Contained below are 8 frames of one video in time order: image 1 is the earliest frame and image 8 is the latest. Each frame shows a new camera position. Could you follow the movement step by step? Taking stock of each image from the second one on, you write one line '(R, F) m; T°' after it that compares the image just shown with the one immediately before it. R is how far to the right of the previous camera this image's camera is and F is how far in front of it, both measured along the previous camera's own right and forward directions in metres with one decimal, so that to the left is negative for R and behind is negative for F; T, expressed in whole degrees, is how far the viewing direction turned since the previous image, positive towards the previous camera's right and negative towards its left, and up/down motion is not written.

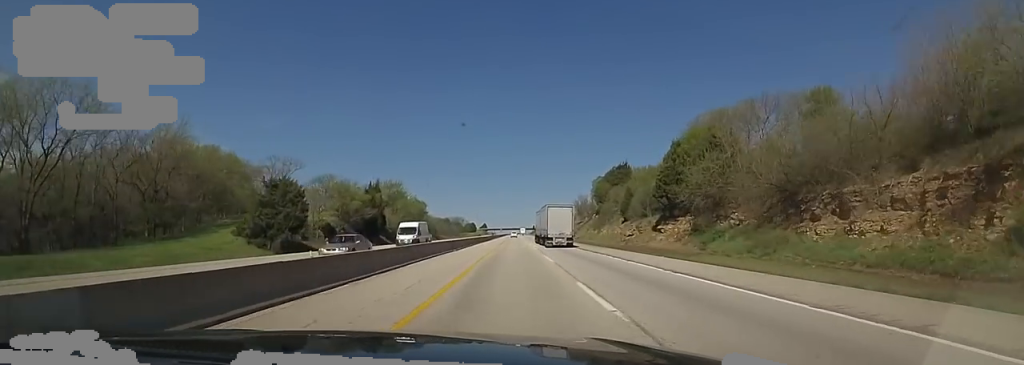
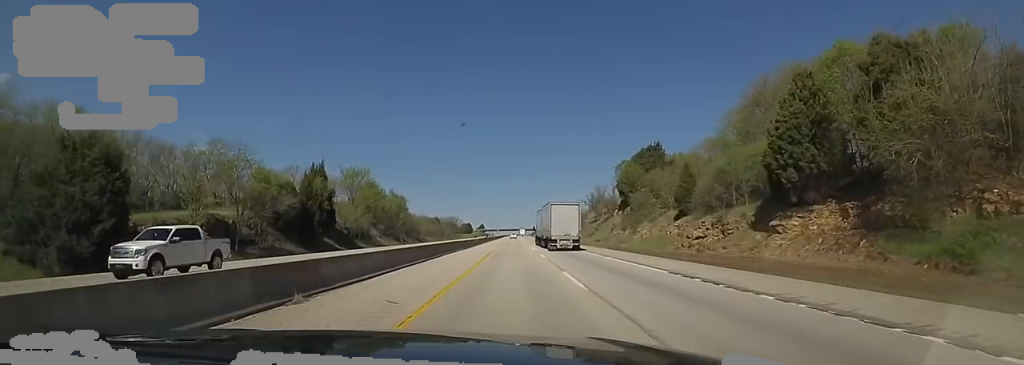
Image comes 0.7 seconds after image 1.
(0.0, +25.6) m; 0°
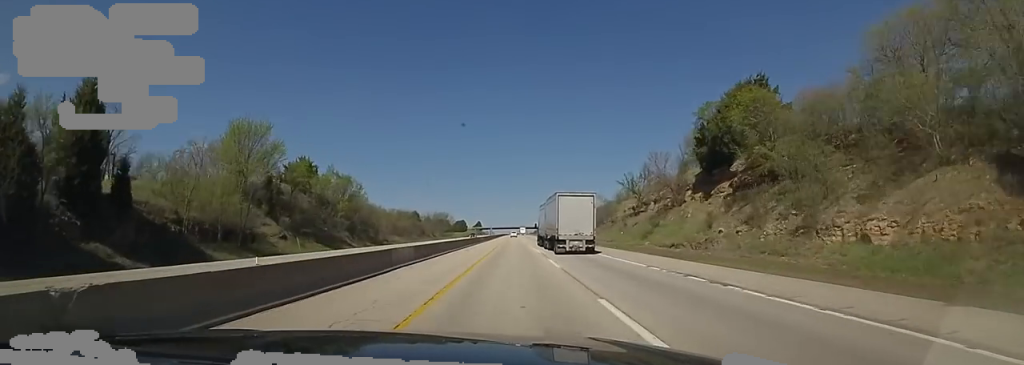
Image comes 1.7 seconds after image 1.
(+0.1, +37.7) m; +2°
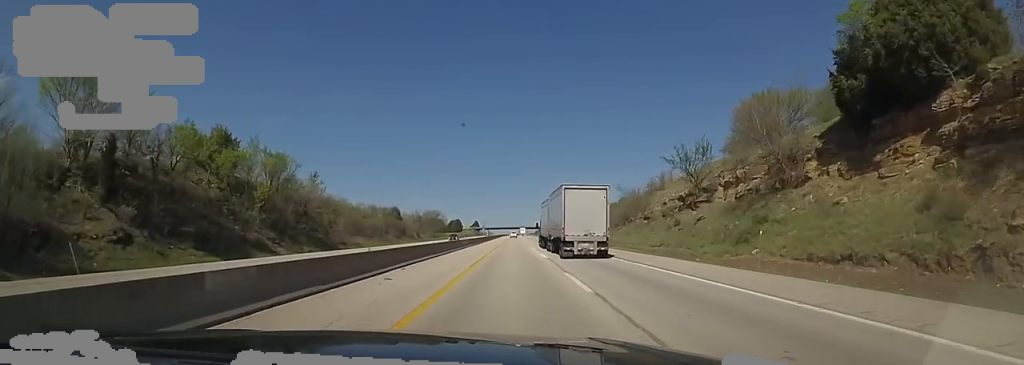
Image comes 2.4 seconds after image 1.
(+1.0, +23.2) m; 0°
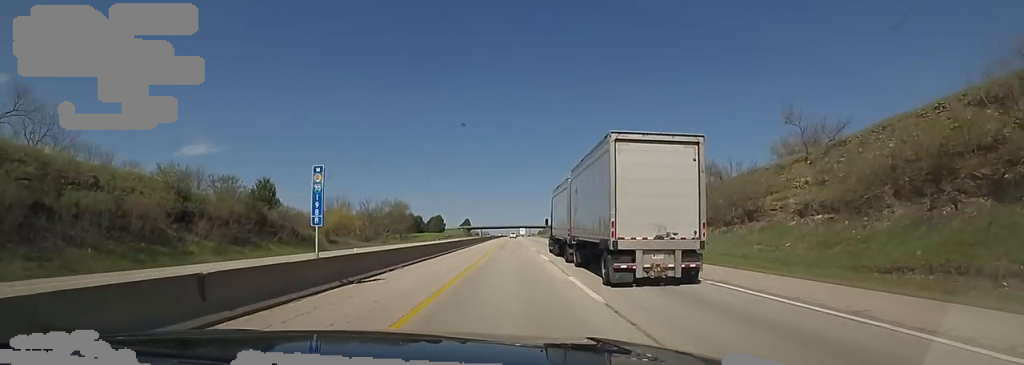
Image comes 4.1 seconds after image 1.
(-1.6, +62.4) m; -2°
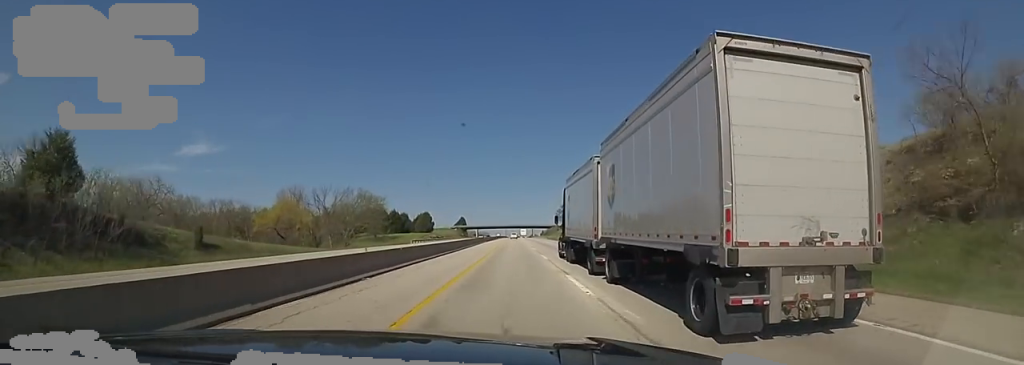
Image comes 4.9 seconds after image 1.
(0.0, +29.4) m; 0°
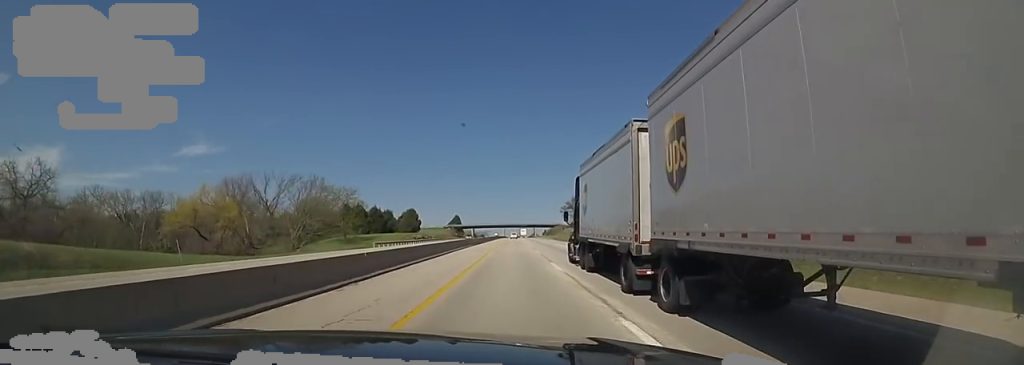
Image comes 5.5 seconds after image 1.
(0.0, +23.3) m; 0°
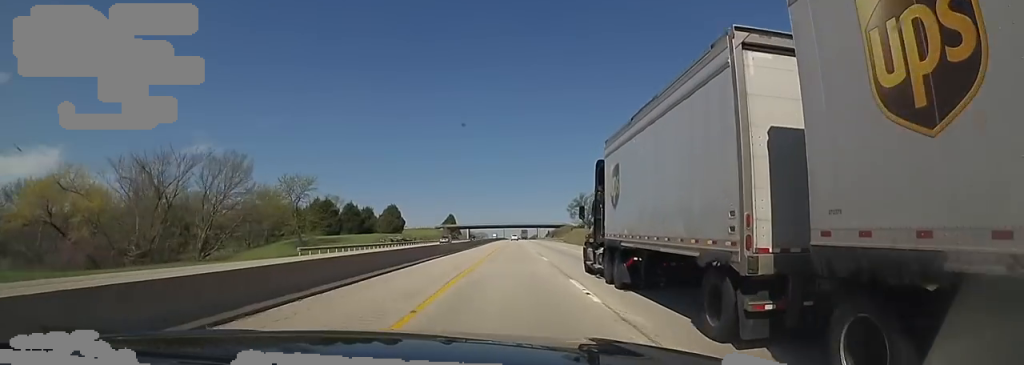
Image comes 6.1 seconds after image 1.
(0.0, +23.3) m; 0°
